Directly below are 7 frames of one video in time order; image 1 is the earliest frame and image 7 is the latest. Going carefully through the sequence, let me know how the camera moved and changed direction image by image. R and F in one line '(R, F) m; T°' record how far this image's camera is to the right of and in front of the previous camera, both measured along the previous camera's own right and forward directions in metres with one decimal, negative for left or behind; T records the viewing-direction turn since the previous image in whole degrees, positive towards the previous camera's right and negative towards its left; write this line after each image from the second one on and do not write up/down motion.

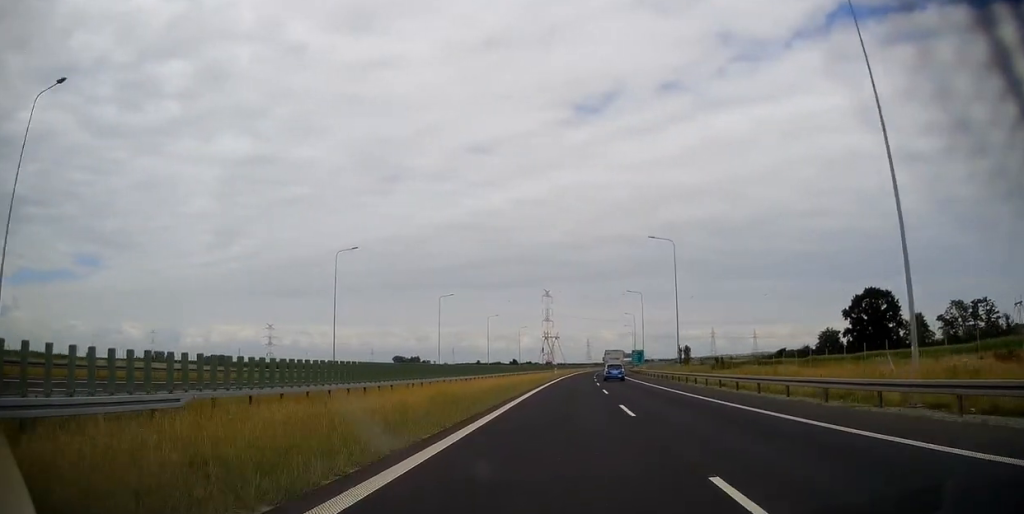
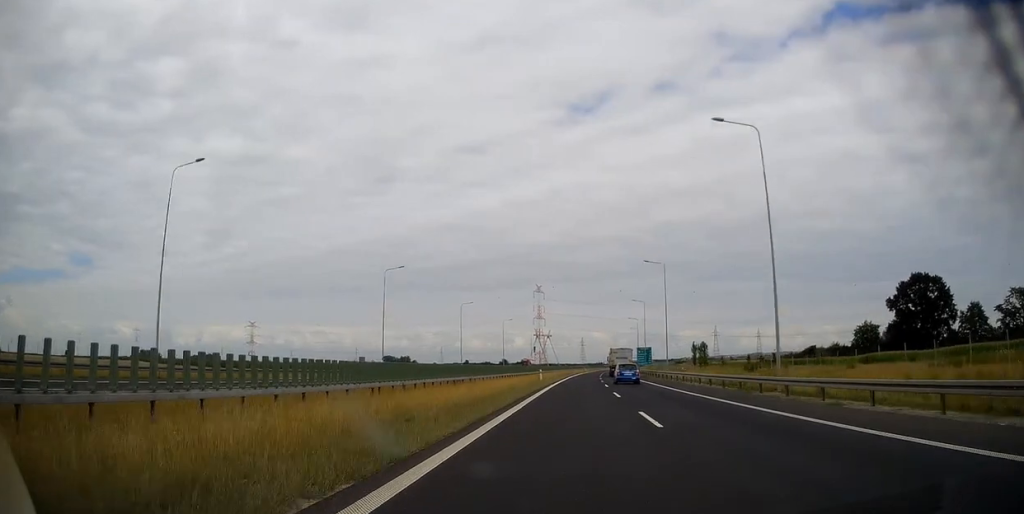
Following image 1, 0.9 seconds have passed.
(+0.1, +31.0) m; +1°
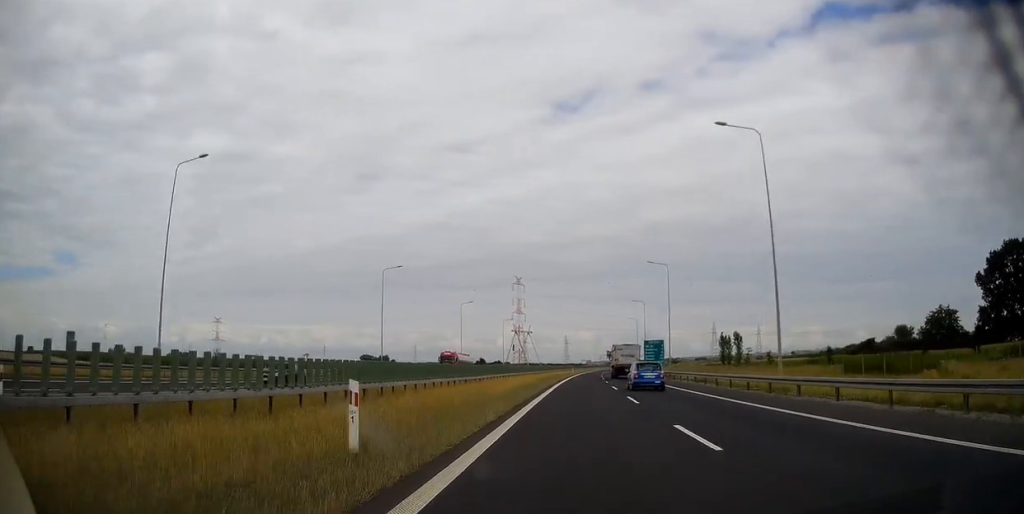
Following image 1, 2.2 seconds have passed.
(+0.3, +44.6) m; +1°
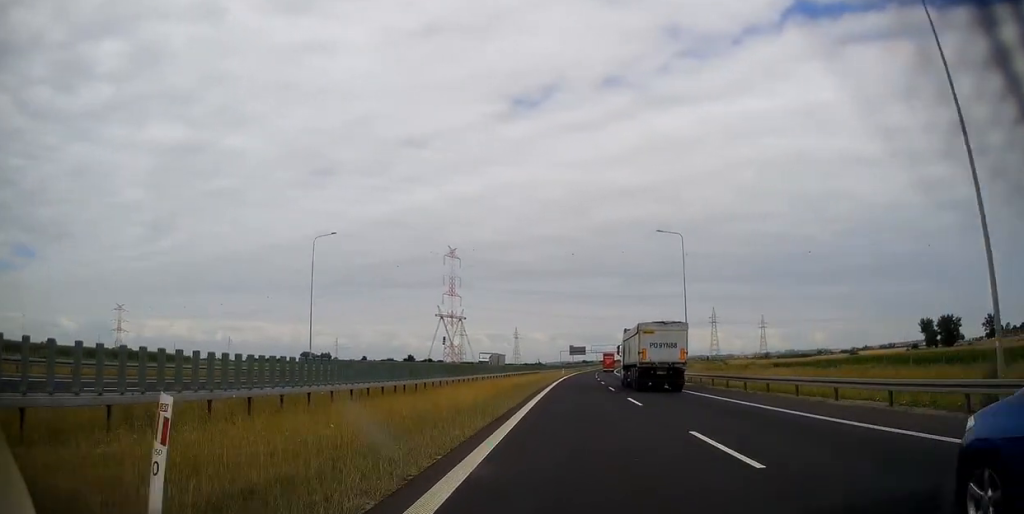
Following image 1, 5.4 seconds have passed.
(+3.6, +108.7) m; +4°
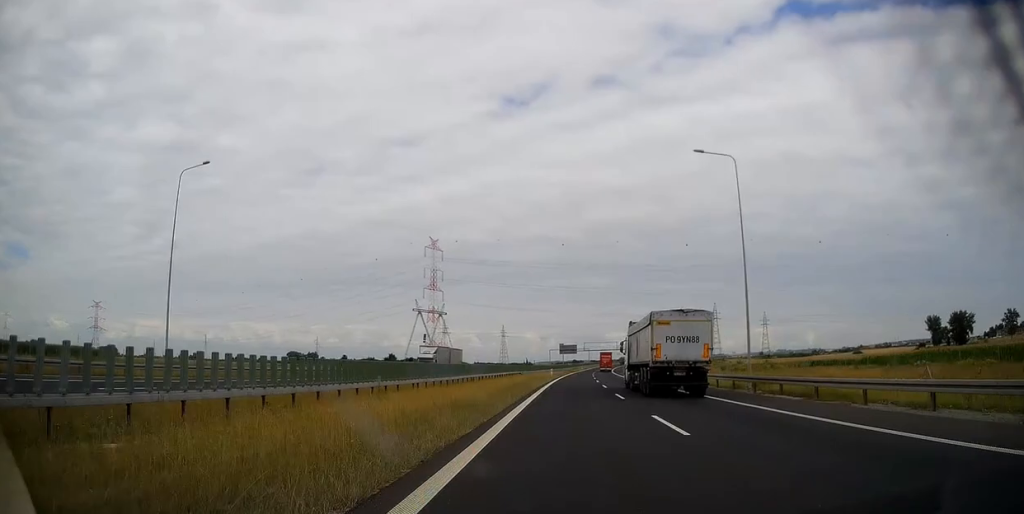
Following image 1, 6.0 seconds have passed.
(+0.2, +22.8) m; +1°
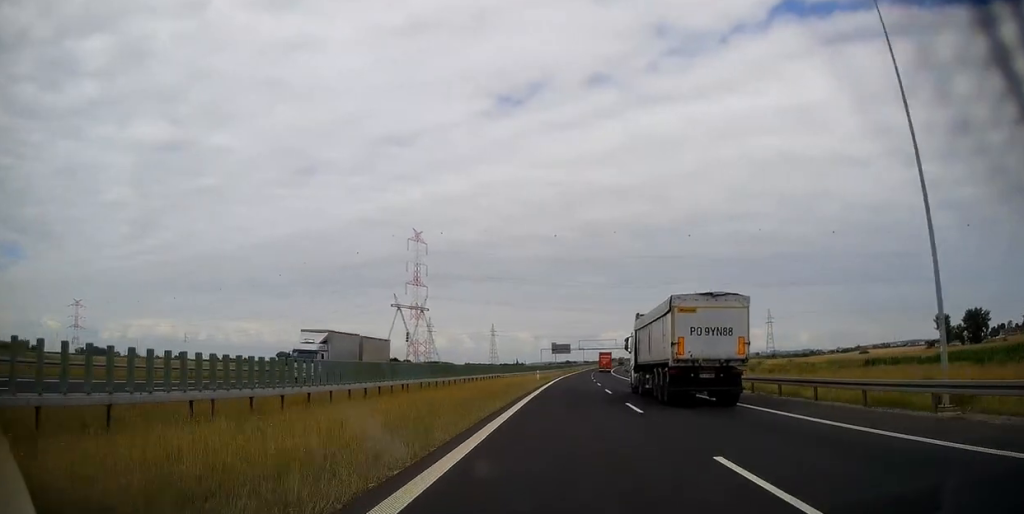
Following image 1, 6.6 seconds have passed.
(+0.1, +20.5) m; +1°
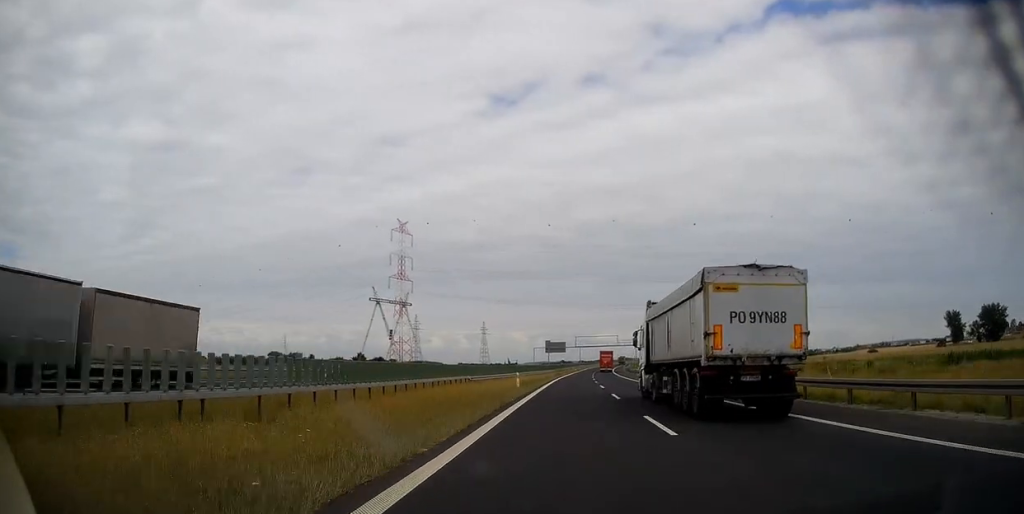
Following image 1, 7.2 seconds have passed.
(+0.1, +19.3) m; +1°
